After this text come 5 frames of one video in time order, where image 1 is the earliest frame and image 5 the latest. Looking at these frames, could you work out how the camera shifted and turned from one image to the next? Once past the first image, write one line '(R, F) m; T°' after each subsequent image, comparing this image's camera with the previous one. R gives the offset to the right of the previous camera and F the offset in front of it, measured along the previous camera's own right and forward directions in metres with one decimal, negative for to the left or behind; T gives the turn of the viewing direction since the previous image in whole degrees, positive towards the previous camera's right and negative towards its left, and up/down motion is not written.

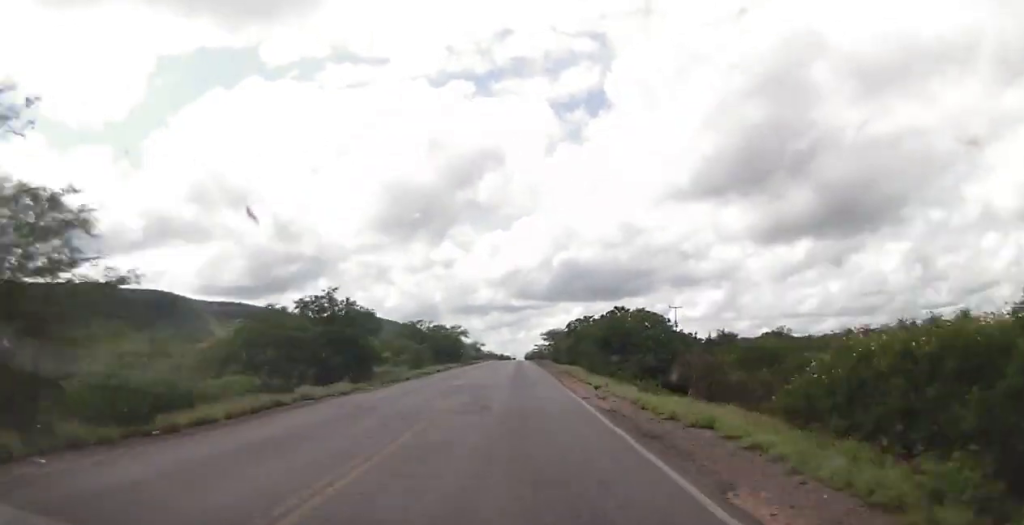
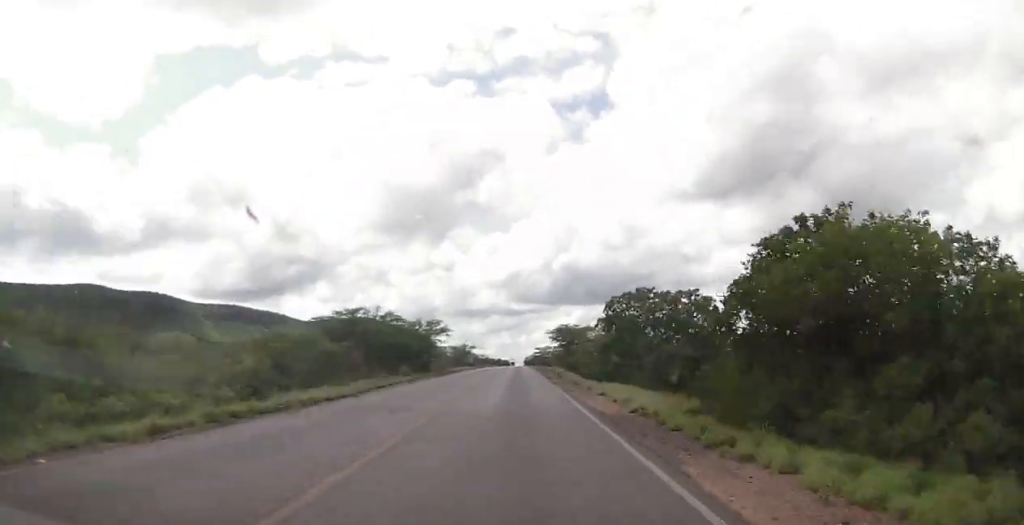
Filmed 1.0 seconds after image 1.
(+0.1, +33.6) m; 0°
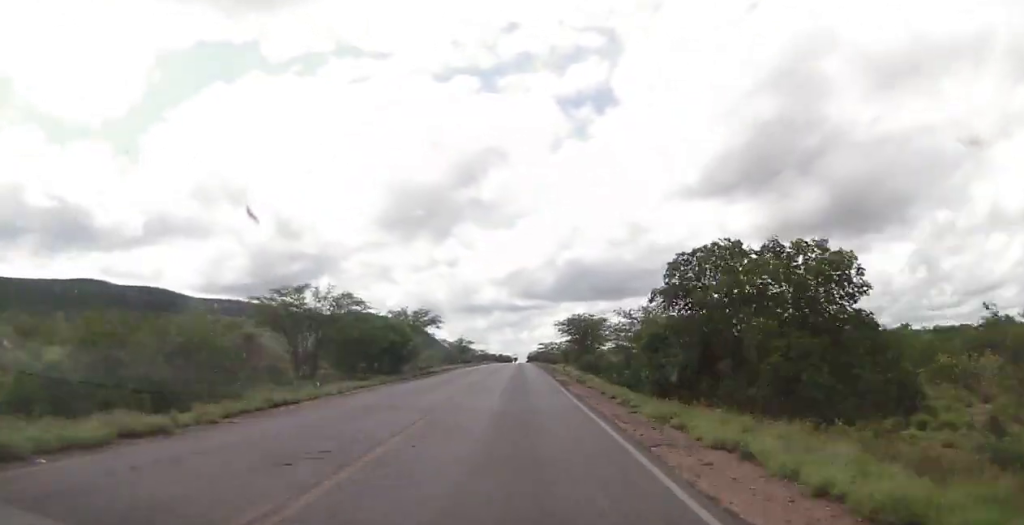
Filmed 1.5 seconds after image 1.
(0.0, +15.2) m; 0°
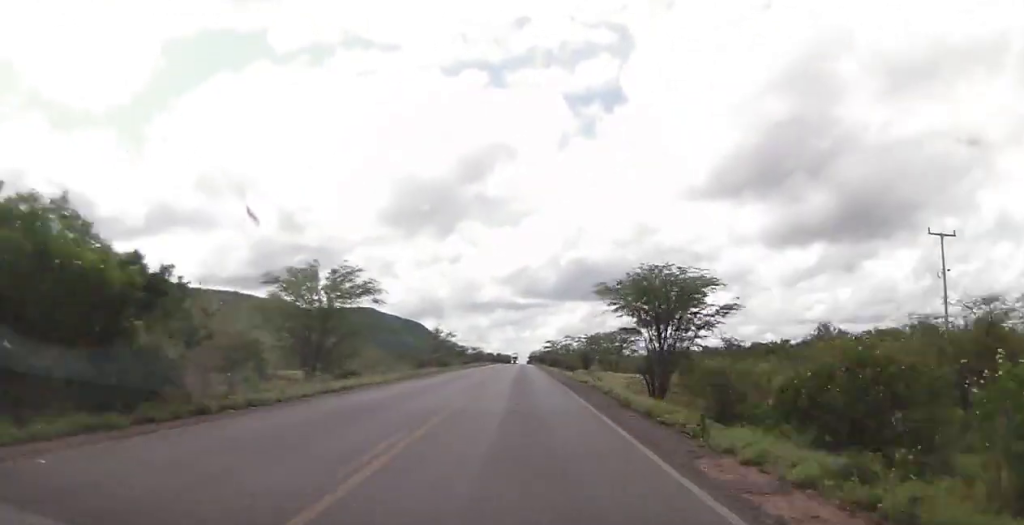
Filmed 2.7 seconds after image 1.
(-0.1, +37.7) m; 0°
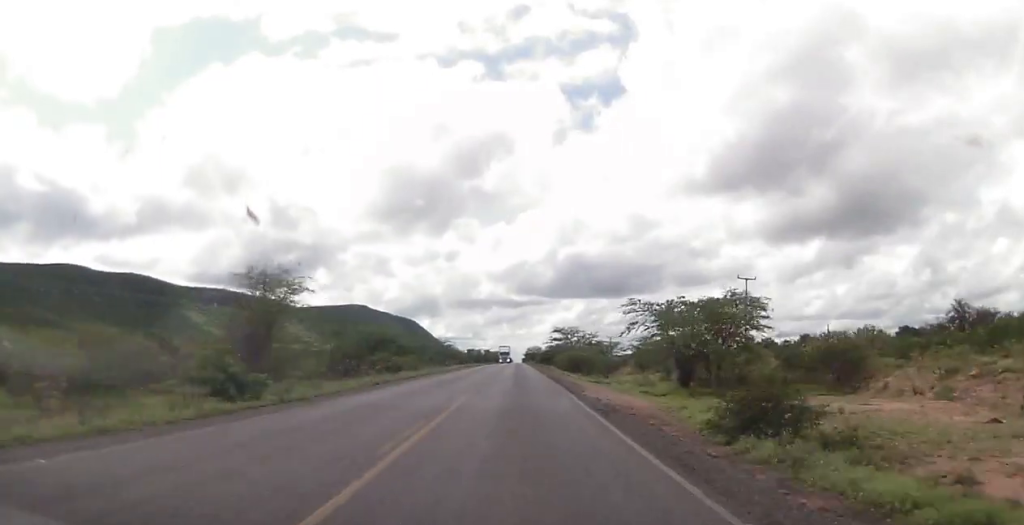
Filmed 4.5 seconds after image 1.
(+0.3, +57.0) m; 0°
